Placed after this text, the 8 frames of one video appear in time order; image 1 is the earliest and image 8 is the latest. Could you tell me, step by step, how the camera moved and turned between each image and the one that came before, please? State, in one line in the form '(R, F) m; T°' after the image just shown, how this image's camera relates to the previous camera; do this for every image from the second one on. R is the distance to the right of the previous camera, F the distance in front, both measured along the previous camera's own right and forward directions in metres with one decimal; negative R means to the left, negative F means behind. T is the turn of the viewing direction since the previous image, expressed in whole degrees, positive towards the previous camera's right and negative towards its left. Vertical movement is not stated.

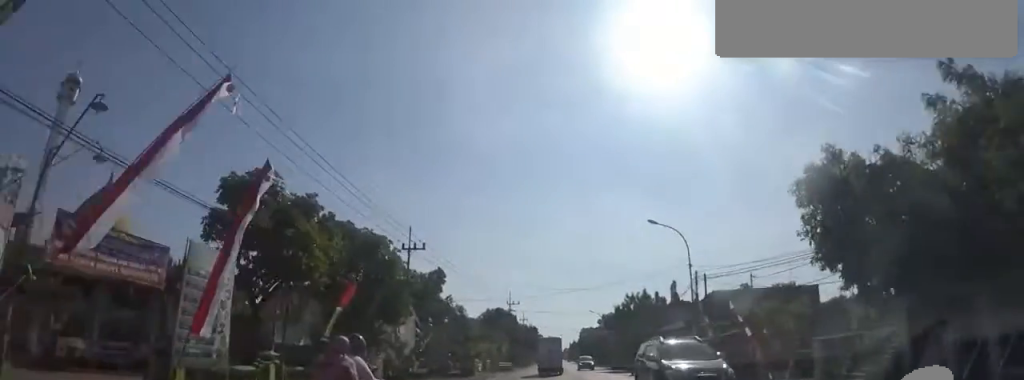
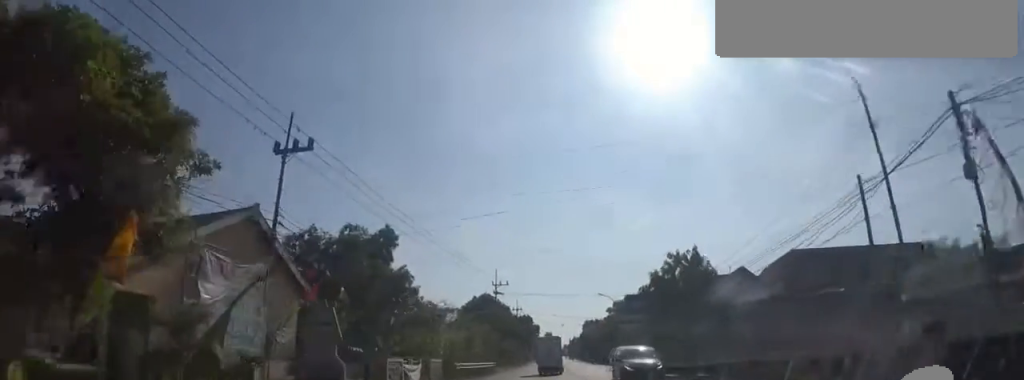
(0.0, +17.2) m; 0°
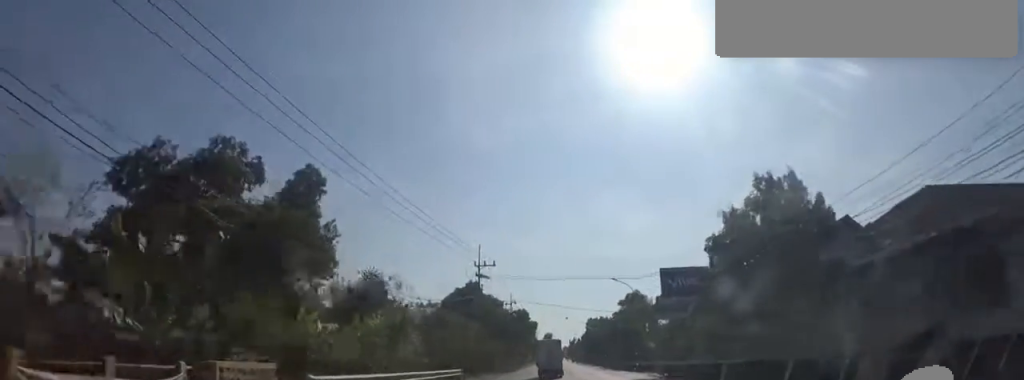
(0.0, +13.6) m; 0°
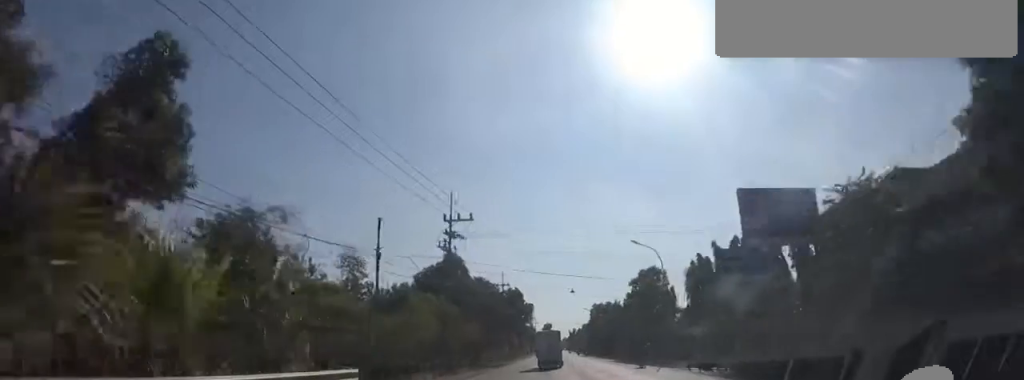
(0.0, +12.3) m; 0°
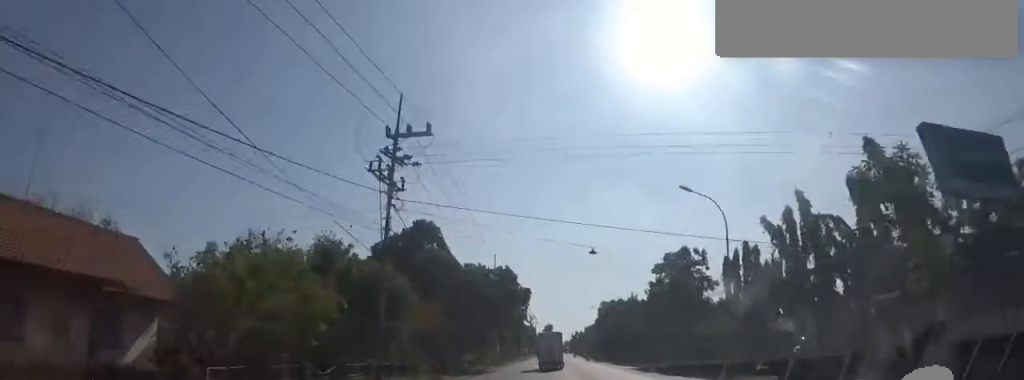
(0.0, +12.8) m; 0°
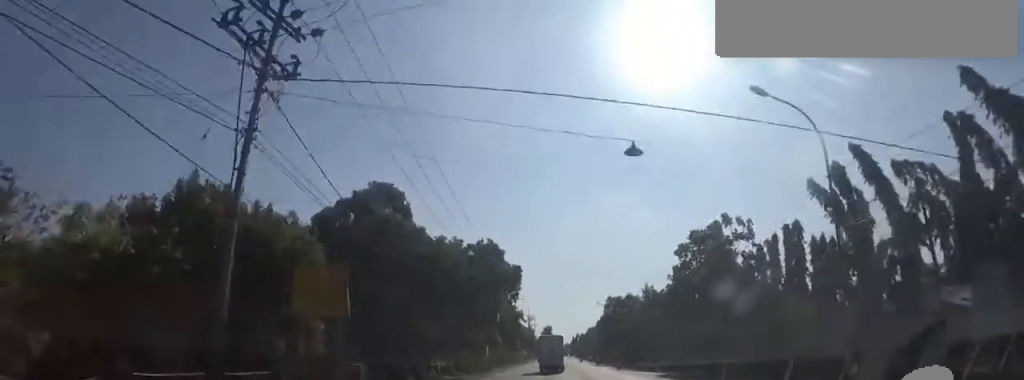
(0.0, +9.2) m; 0°
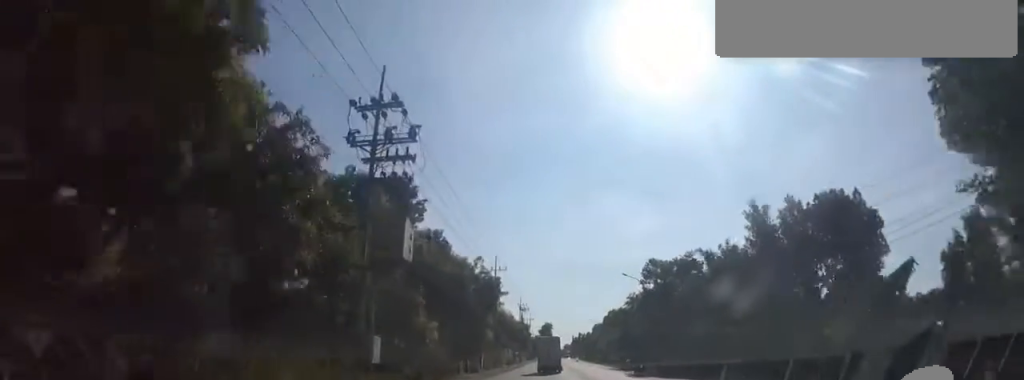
(+1.3, +27.8) m; +5°
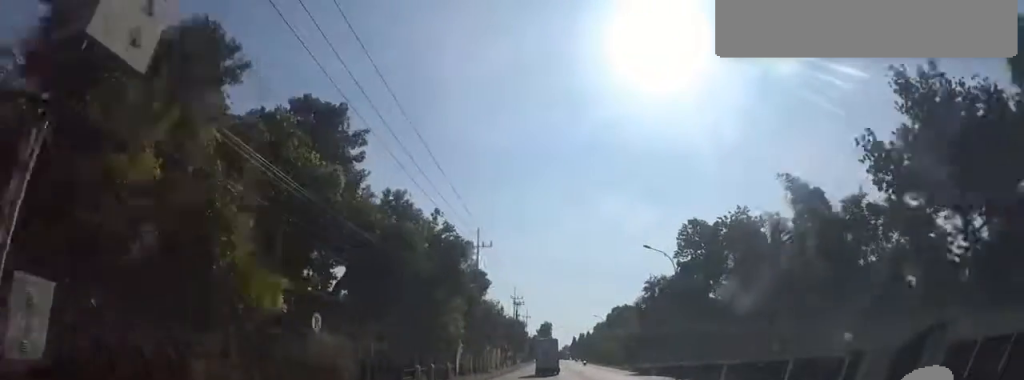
(+0.6, +12.0) m; -1°
